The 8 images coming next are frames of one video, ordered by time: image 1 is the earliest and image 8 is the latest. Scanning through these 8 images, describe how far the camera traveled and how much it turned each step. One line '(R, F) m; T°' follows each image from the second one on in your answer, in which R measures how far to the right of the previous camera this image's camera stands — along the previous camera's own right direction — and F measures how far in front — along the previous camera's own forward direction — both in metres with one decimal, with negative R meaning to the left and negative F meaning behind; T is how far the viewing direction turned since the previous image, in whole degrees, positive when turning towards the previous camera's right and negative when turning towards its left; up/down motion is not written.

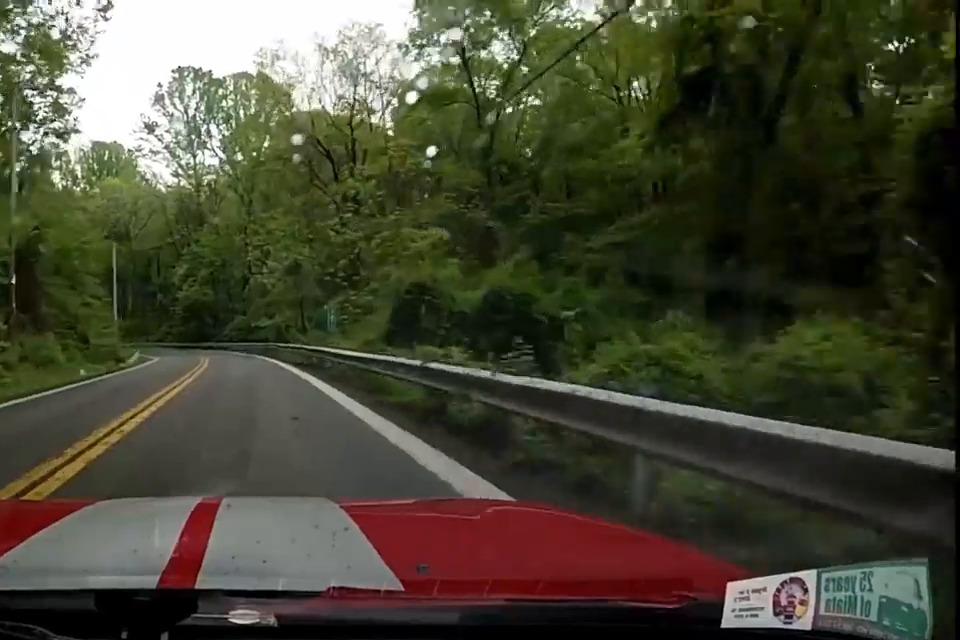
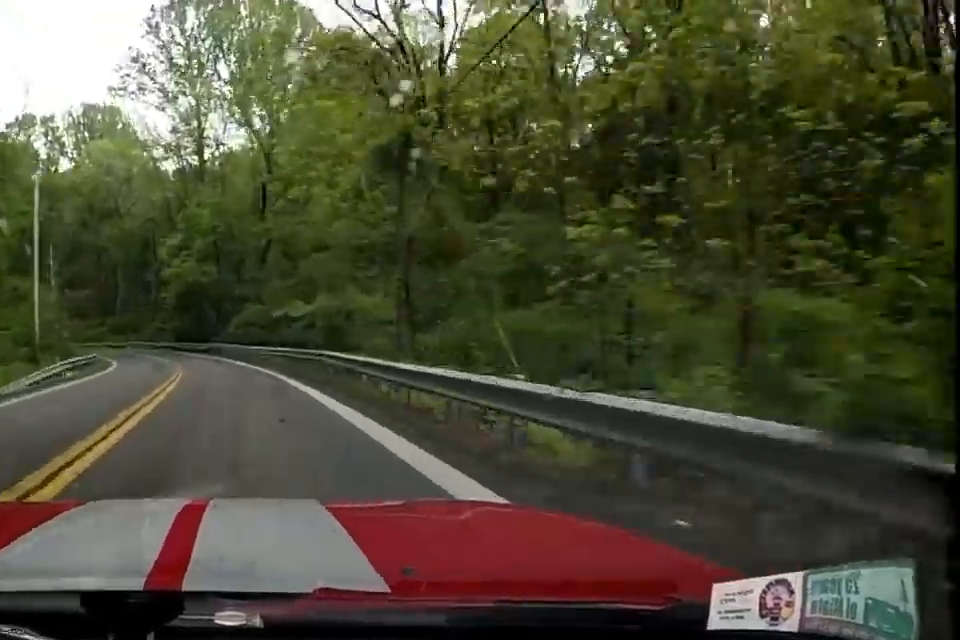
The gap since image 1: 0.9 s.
(-0.9, +21.9) m; -5°
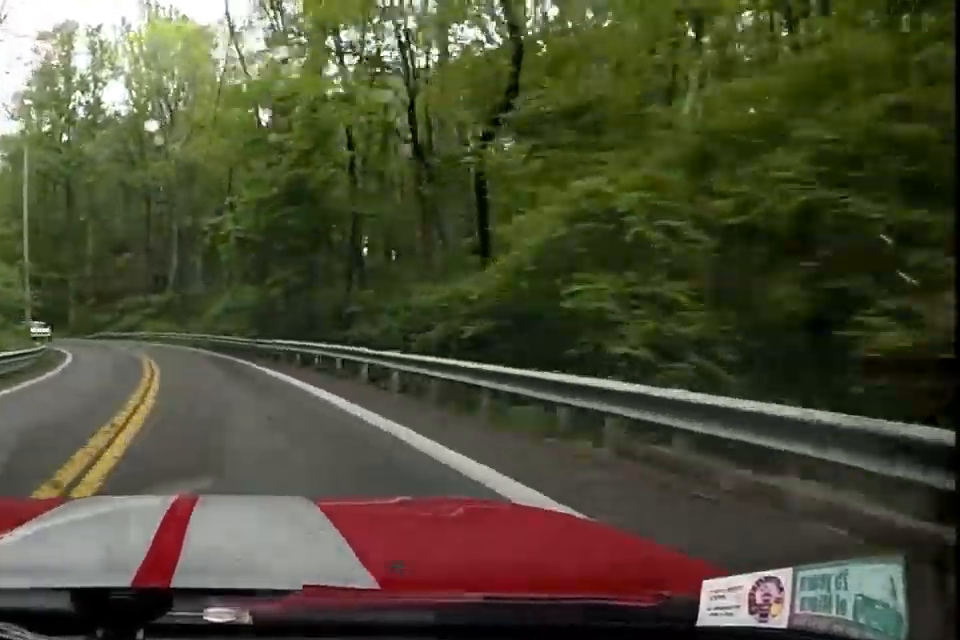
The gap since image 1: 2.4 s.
(-3.4, +33.1) m; -30°
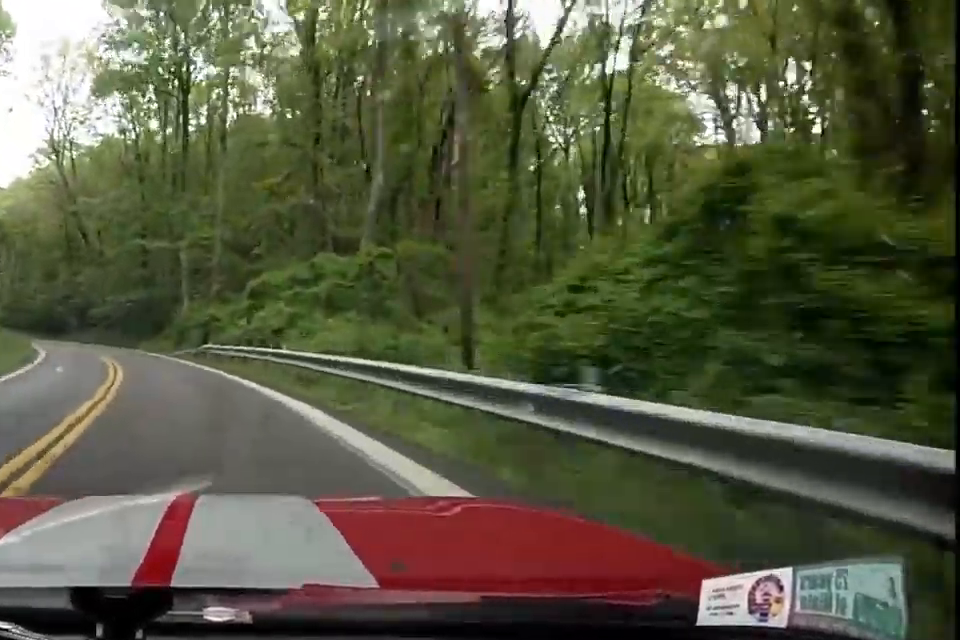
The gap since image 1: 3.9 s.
(-1.2, +31.5) m; +22°
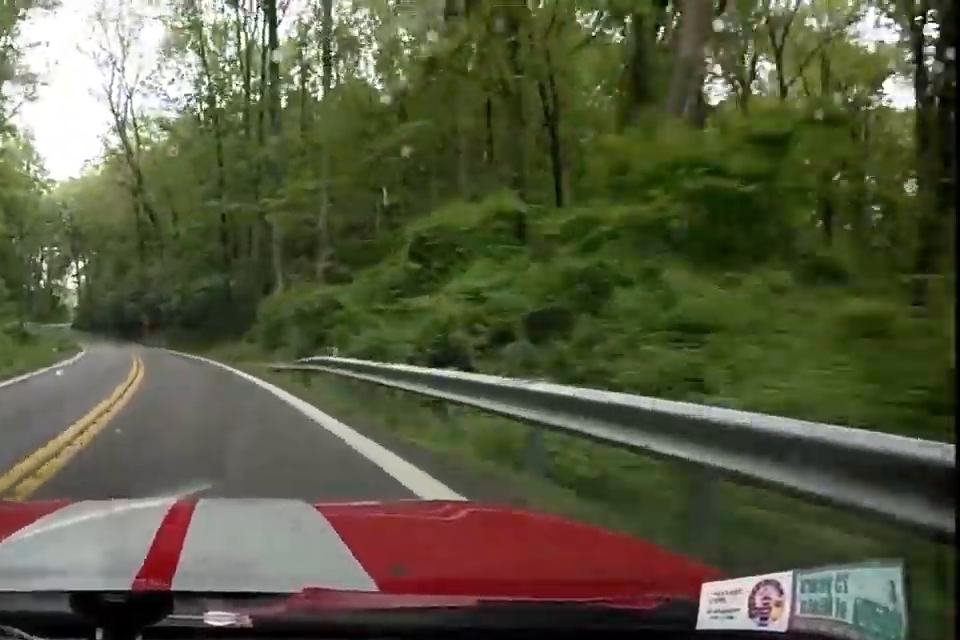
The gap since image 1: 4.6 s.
(+8.6, +15.1) m; +9°
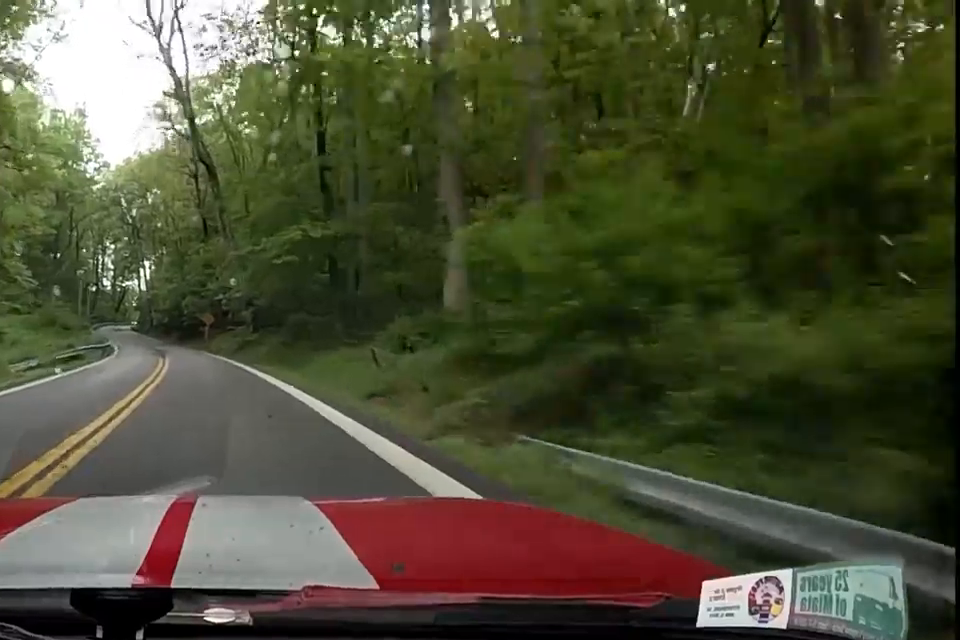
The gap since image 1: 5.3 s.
(-7.4, +17.4) m; -26°
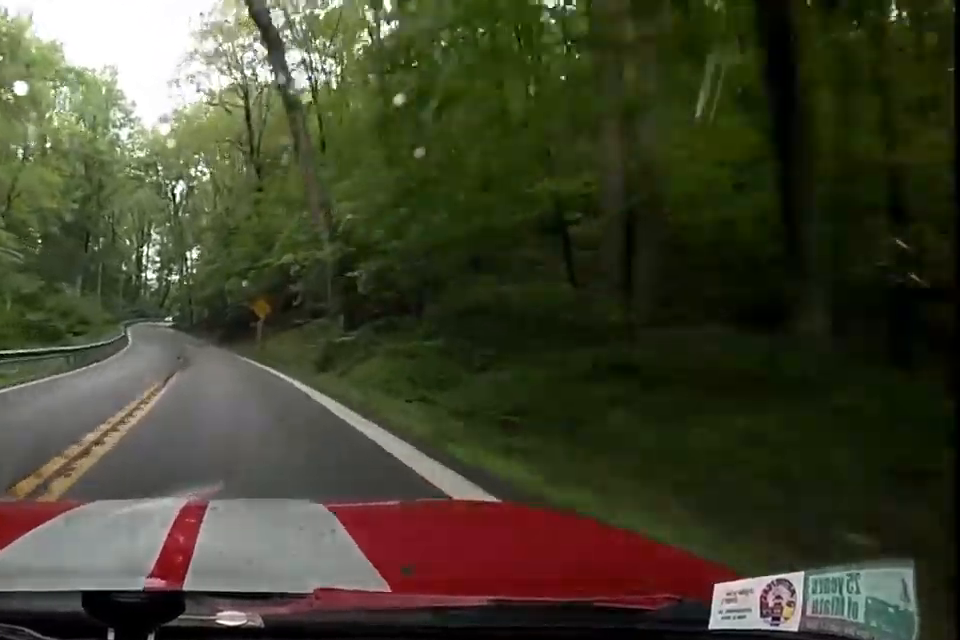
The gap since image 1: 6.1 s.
(-4.1, +19.6) m; -10°
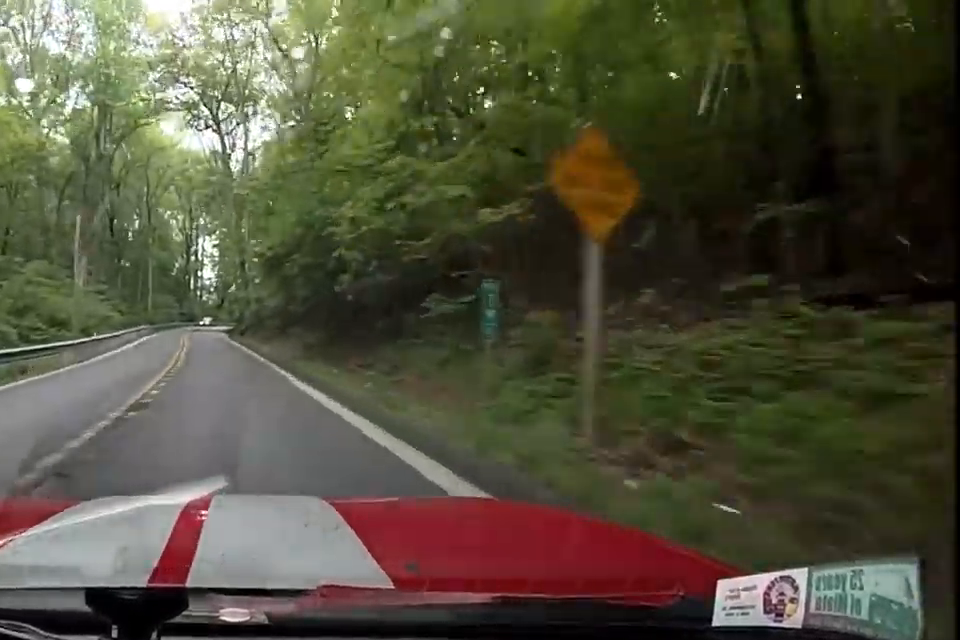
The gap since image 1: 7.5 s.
(+0.3, +34.1) m; +12°
